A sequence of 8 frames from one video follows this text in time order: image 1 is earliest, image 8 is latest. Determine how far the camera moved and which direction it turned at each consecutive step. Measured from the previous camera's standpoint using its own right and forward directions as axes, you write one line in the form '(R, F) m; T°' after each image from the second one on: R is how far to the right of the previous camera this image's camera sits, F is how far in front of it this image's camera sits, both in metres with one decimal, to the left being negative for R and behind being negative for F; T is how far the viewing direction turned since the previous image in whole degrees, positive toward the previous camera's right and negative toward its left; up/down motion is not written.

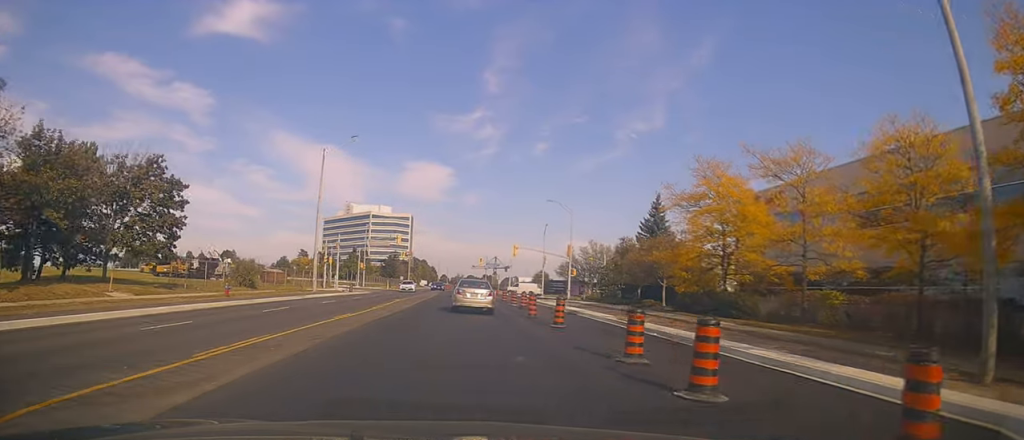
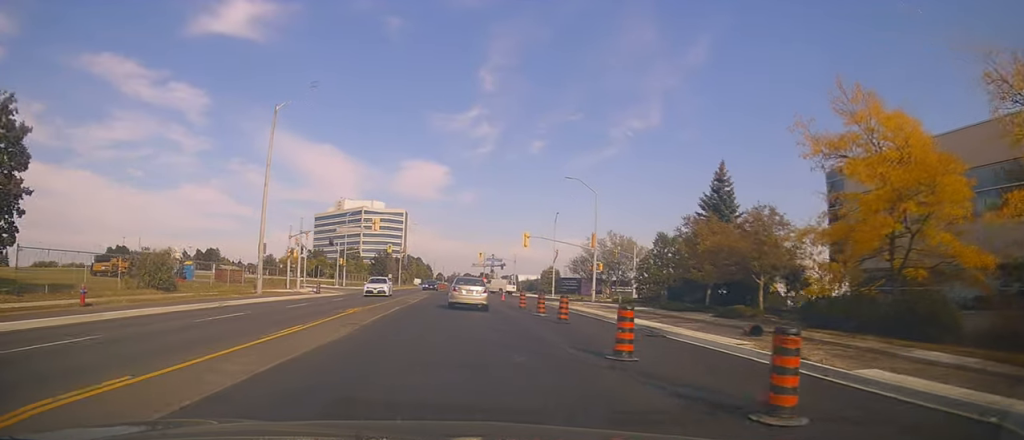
(+0.6, +12.9) m; +1°
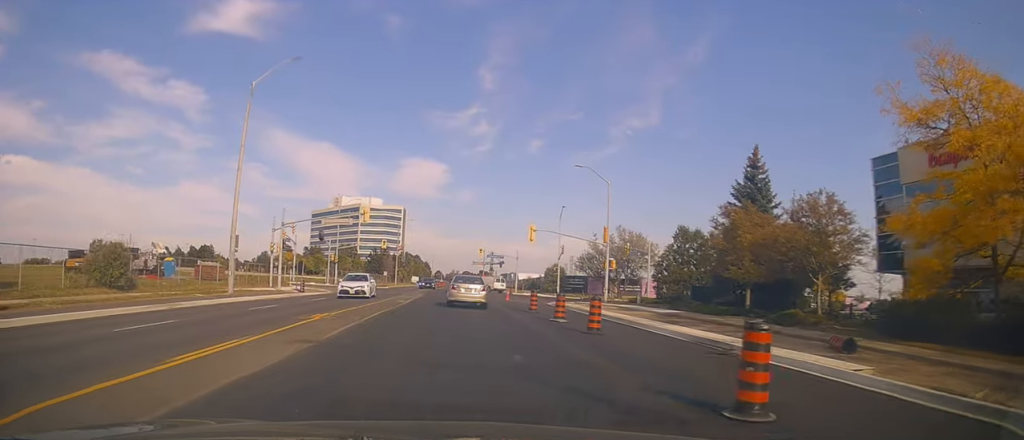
(-0.4, +4.7) m; 0°
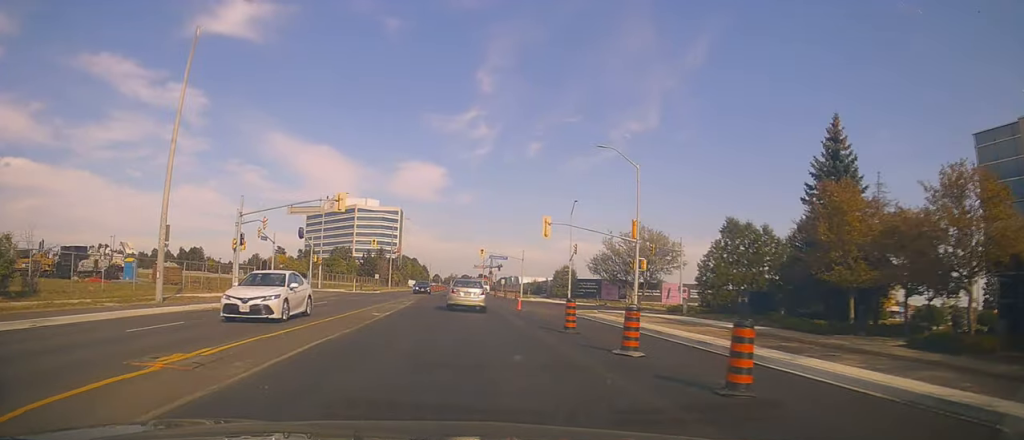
(+0.4, +8.6) m; 0°
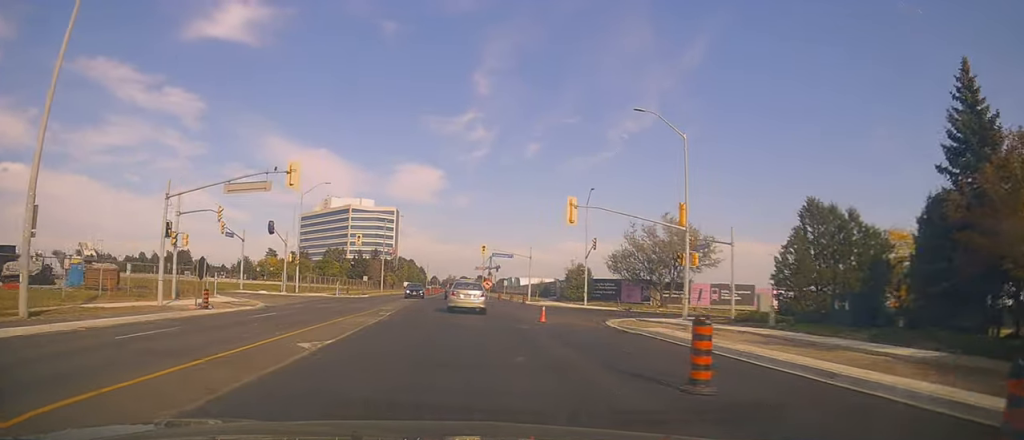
(+0.1, +9.4) m; -1°
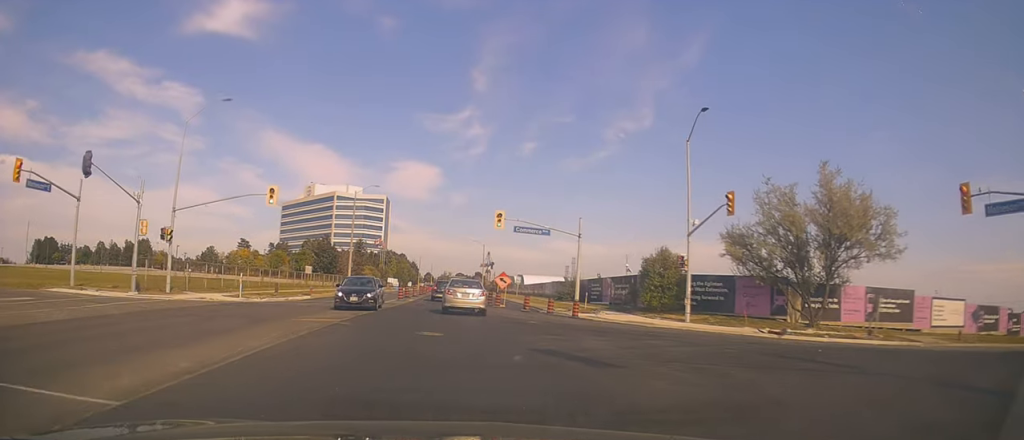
(-0.2, +26.4) m; 0°
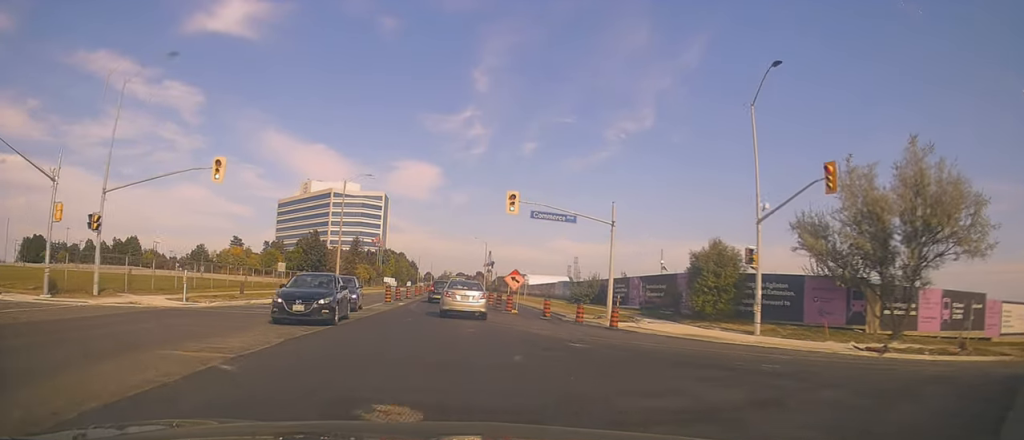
(-0.1, +7.8) m; 0°
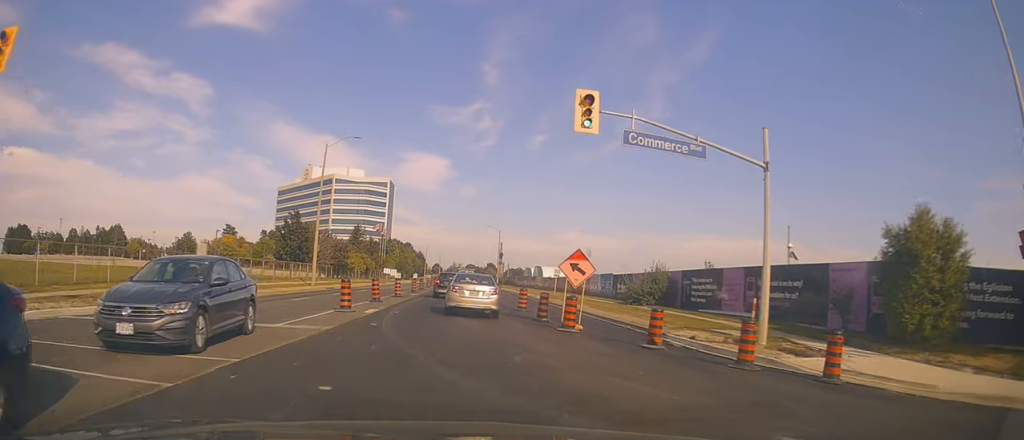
(0.0, +16.2) m; +3°
